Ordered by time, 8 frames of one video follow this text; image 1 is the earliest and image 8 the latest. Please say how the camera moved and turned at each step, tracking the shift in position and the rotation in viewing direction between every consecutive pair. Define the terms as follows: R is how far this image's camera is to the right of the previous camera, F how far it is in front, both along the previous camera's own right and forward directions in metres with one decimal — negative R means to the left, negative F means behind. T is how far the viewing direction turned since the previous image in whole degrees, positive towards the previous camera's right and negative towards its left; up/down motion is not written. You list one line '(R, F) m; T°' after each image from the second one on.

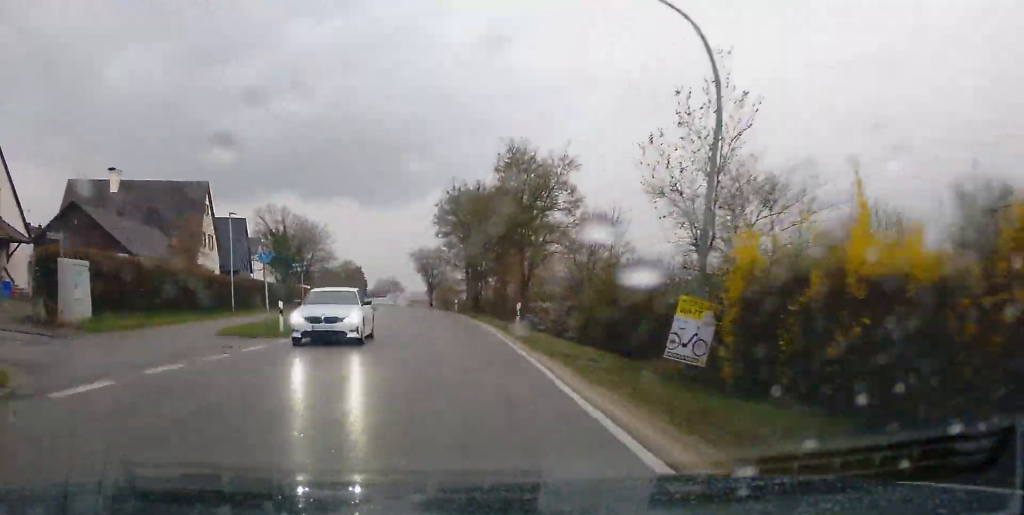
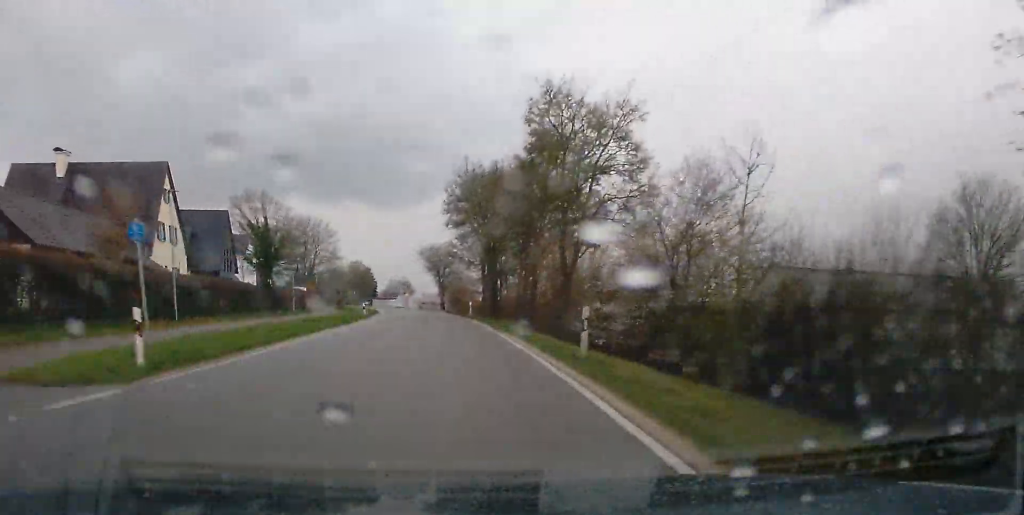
(0.0, +12.2) m; -1°
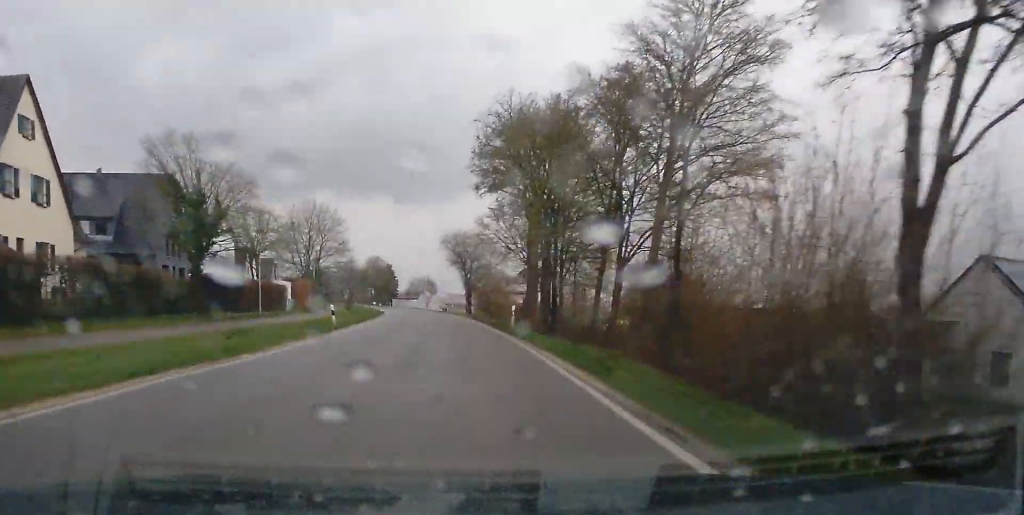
(-0.4, +23.6) m; -3°
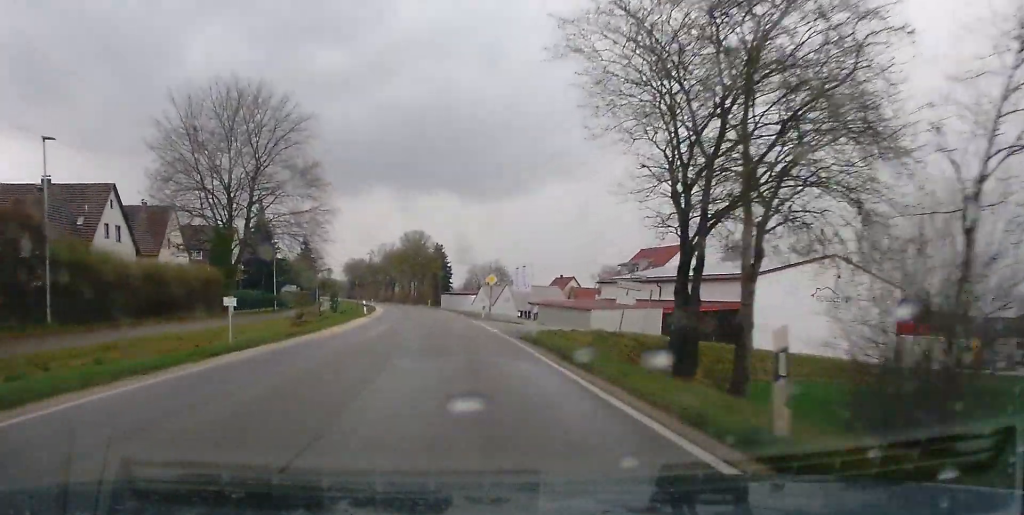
(-3.5, +78.1) m; -4°
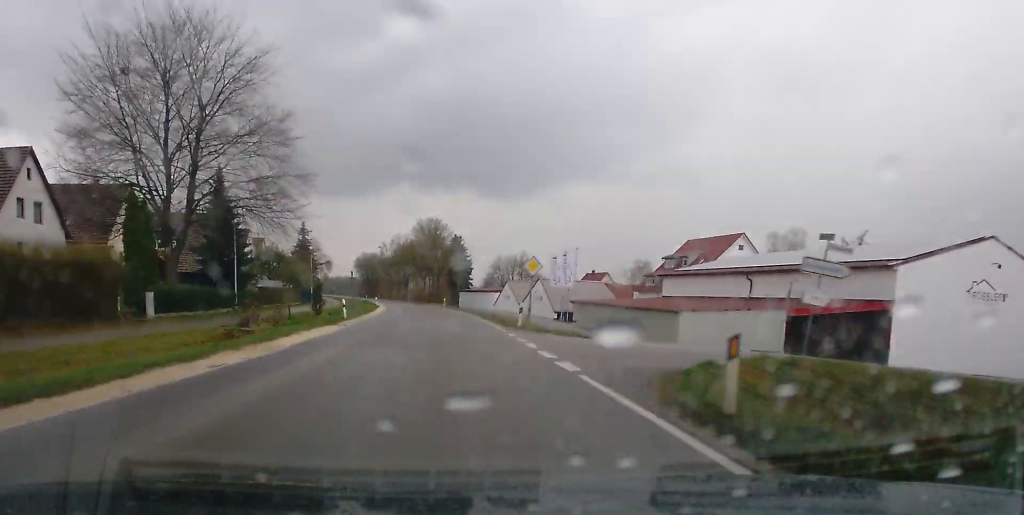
(-0.3, +18.3) m; -2°
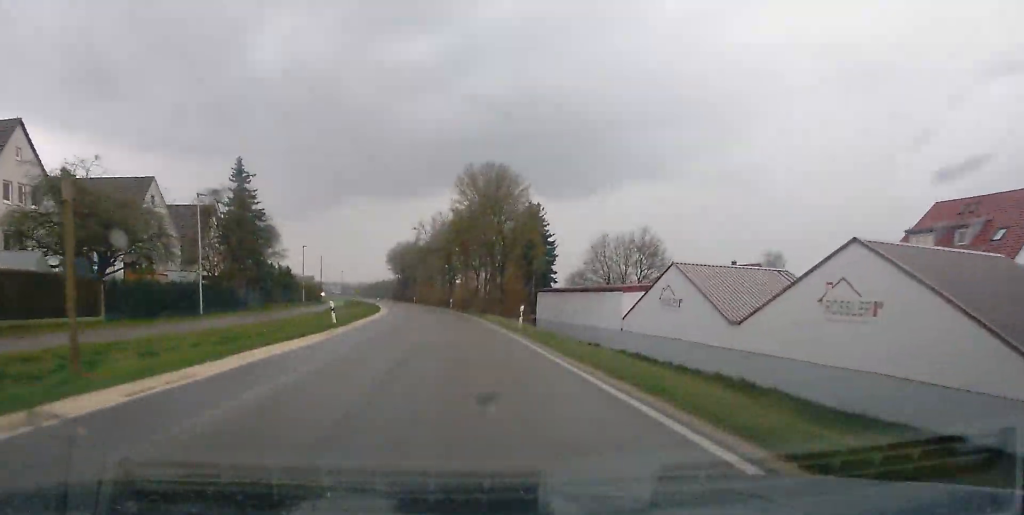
(-2.4, +57.8) m; -5°
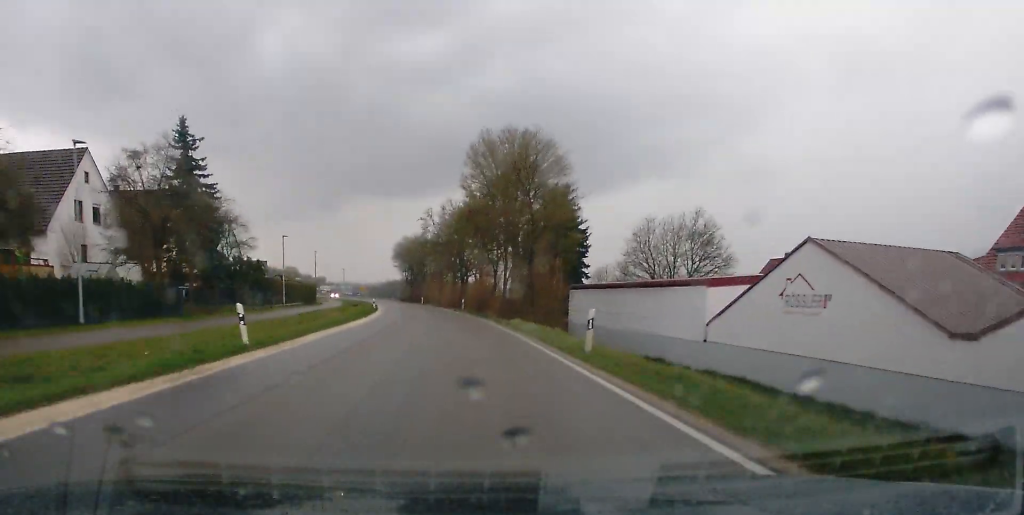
(-0.1, +14.9) m; -1°
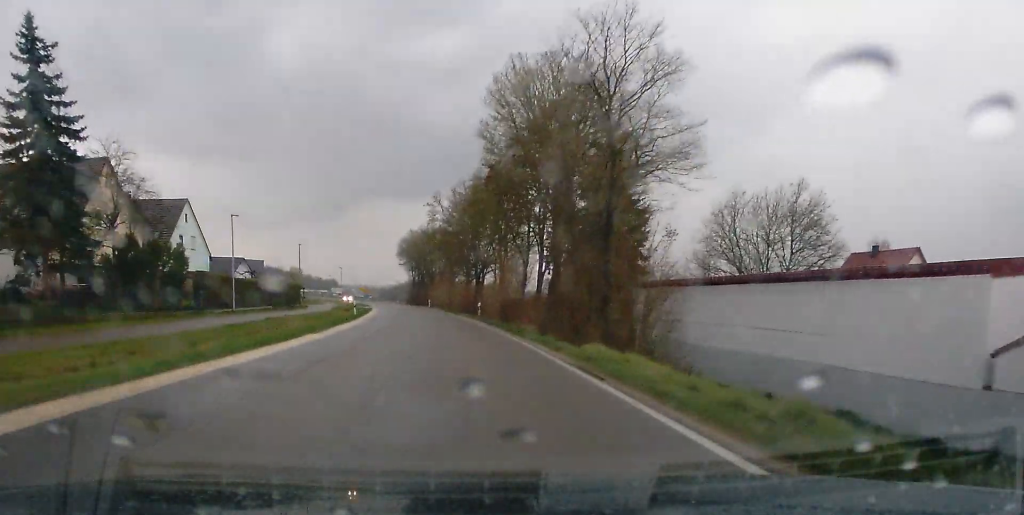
(-0.3, +19.4) m; -1°
